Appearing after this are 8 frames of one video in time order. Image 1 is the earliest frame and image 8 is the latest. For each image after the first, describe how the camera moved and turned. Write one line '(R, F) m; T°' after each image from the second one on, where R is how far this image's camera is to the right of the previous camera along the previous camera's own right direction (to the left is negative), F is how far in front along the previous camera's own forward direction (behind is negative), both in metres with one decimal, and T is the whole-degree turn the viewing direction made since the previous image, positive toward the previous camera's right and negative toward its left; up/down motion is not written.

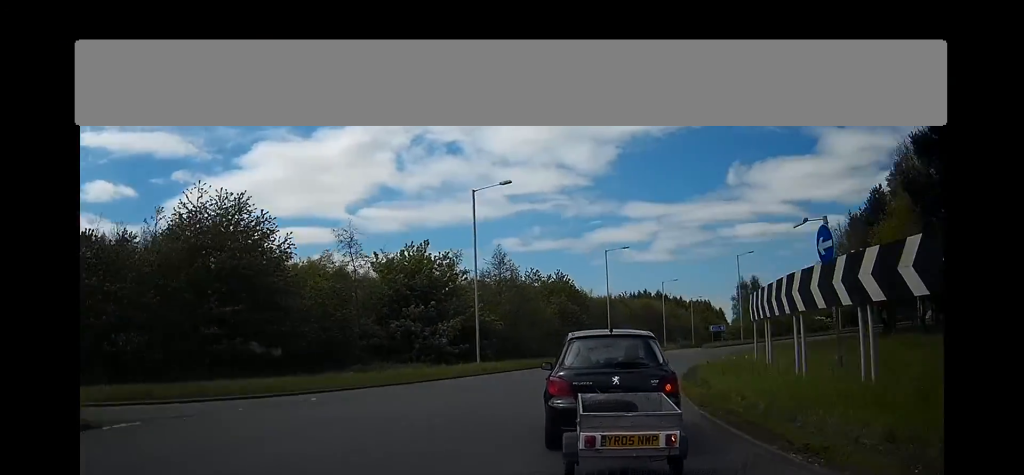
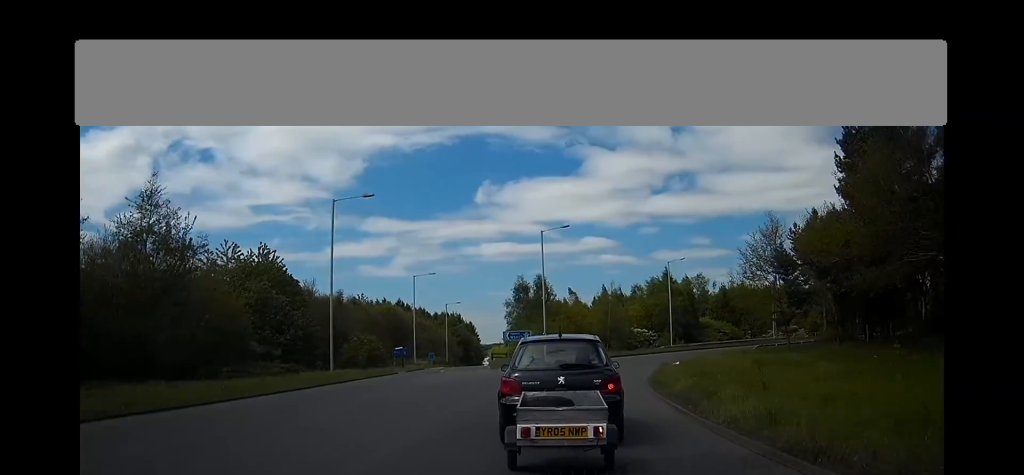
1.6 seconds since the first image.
(+6.5, +29.2) m; +22°
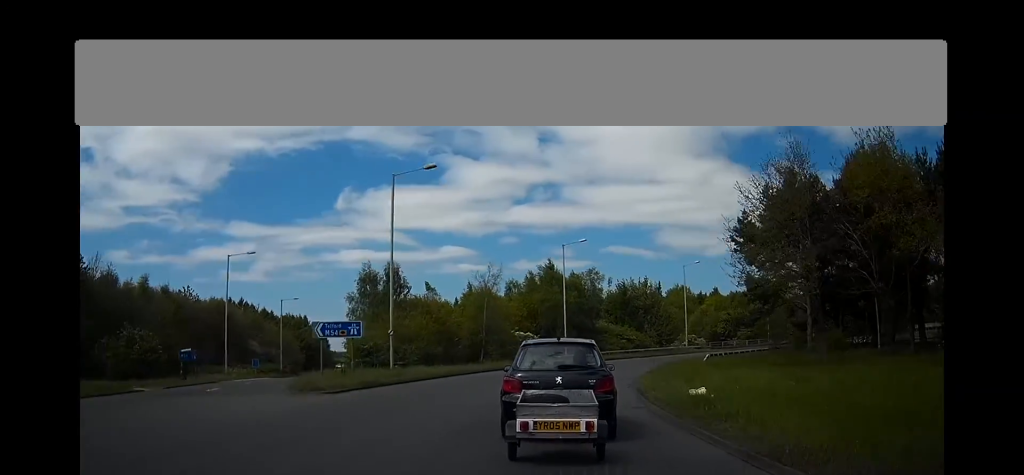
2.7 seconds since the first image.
(+1.9, +20.9) m; +11°
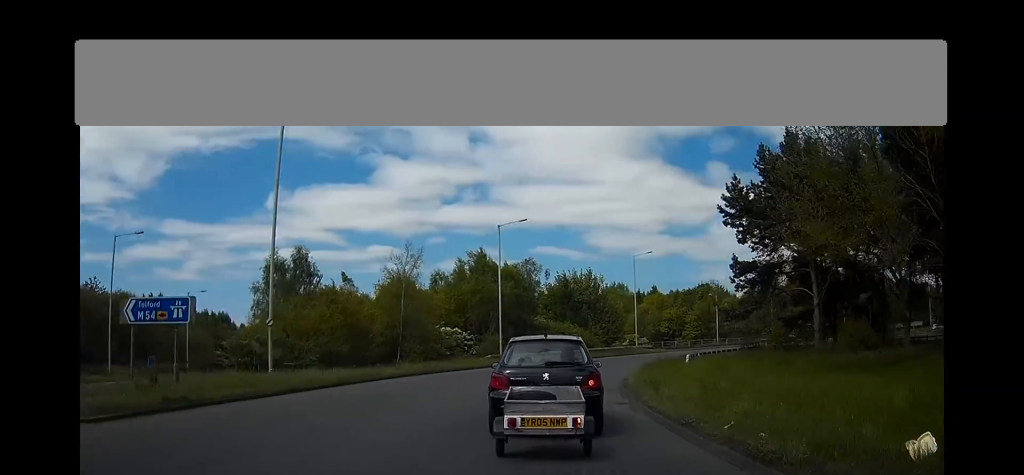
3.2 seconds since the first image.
(+0.7, +10.2) m; +6°
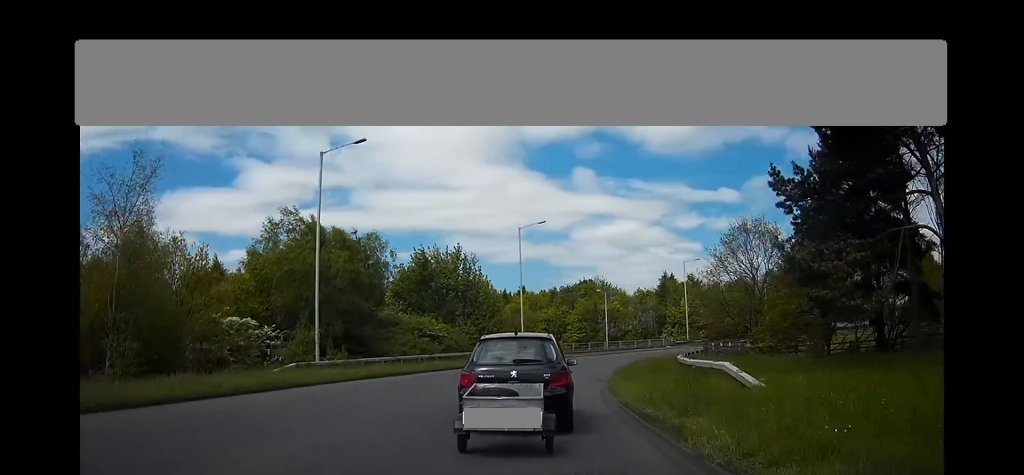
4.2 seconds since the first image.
(+2.5, +21.7) m; +13°
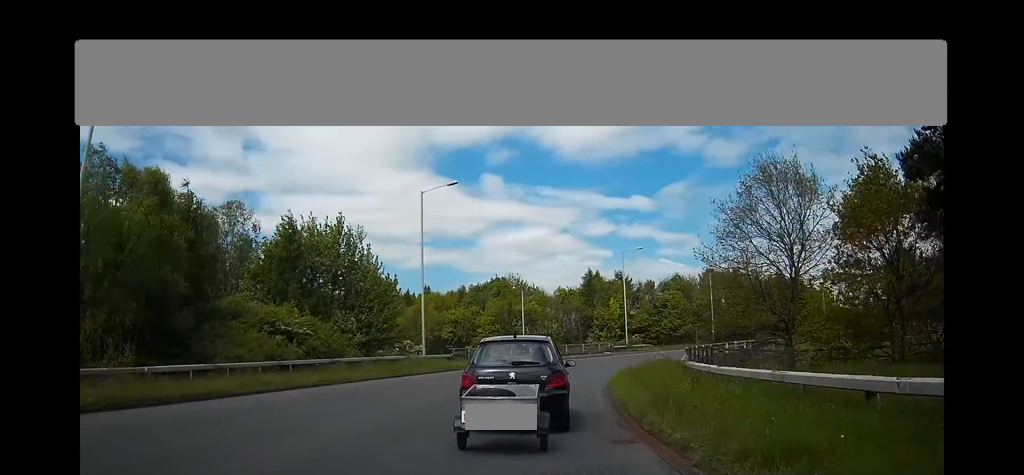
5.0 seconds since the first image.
(+1.2, +15.5) m; +9°
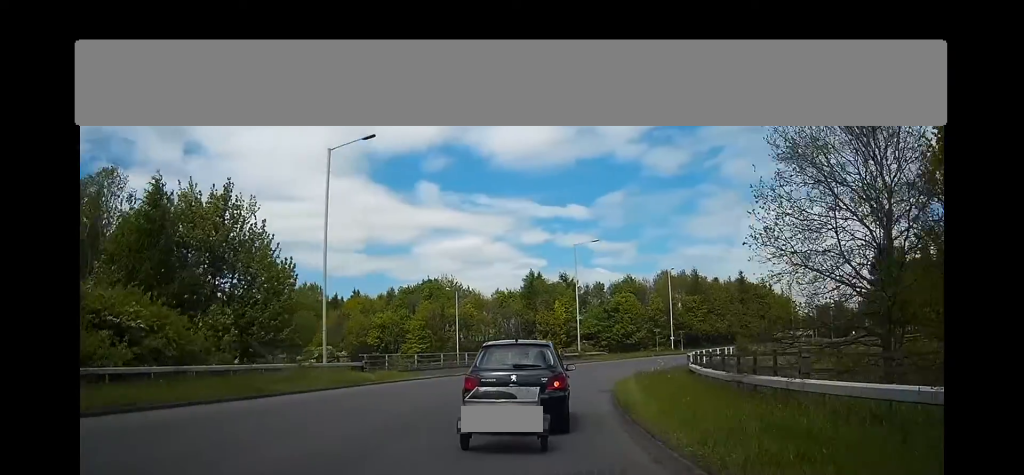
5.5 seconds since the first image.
(+0.5, +10.8) m; +7°
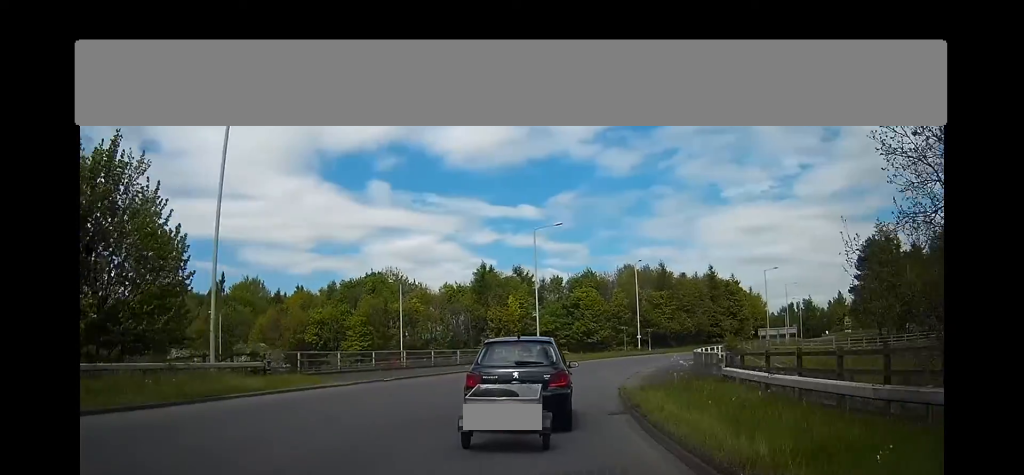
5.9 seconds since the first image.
(+0.1, +8.0) m; +5°
